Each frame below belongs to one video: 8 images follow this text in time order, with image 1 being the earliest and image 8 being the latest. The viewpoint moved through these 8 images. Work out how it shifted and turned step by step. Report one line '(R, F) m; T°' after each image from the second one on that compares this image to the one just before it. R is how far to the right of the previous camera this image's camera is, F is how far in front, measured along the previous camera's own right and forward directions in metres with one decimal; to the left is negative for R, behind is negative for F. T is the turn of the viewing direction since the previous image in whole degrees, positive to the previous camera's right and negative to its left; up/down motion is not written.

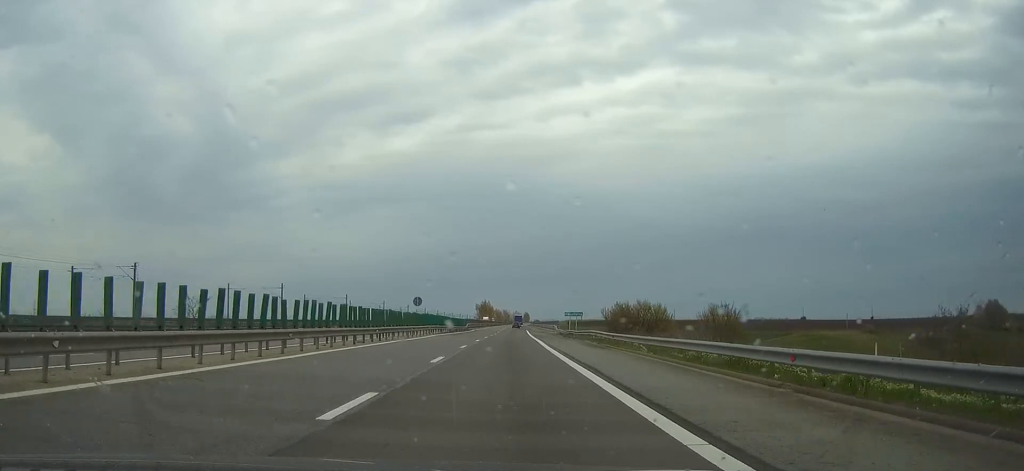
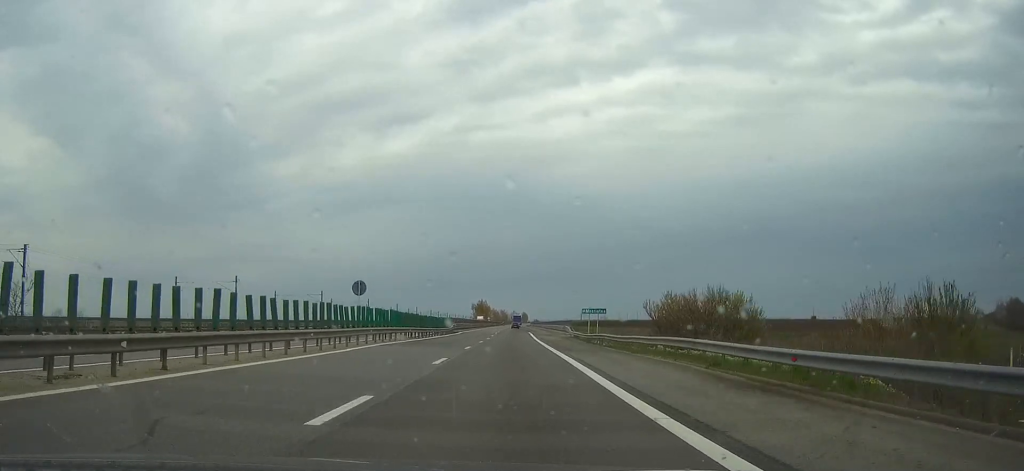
(+0.2, +23.8) m; 0°
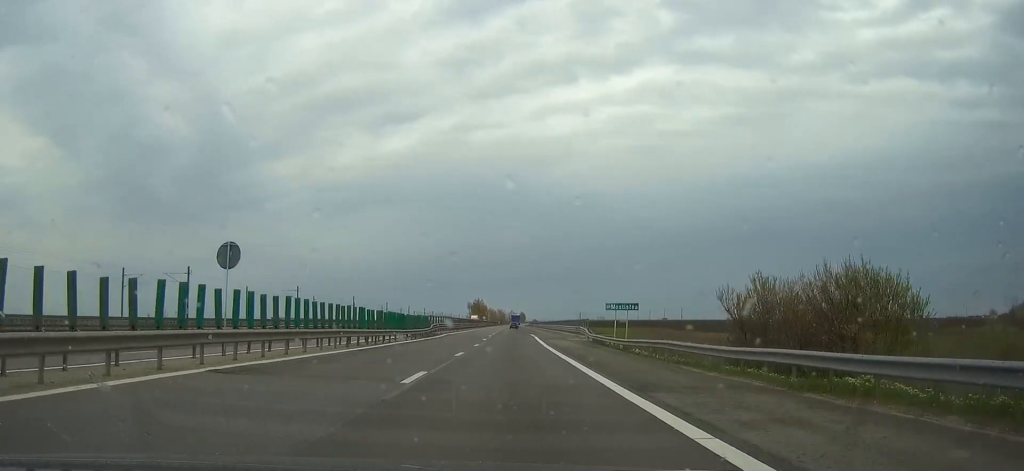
(0.0, +18.2) m; 0°
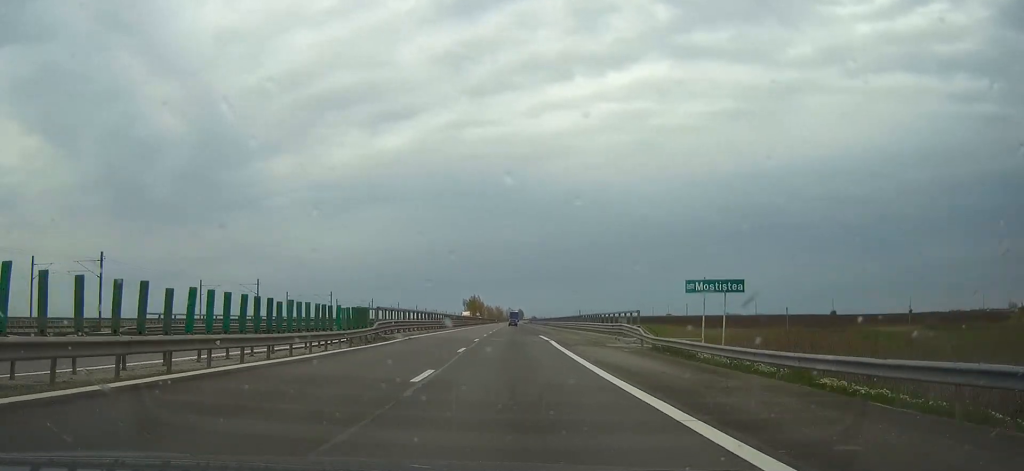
(0.0, +23.9) m; 0°
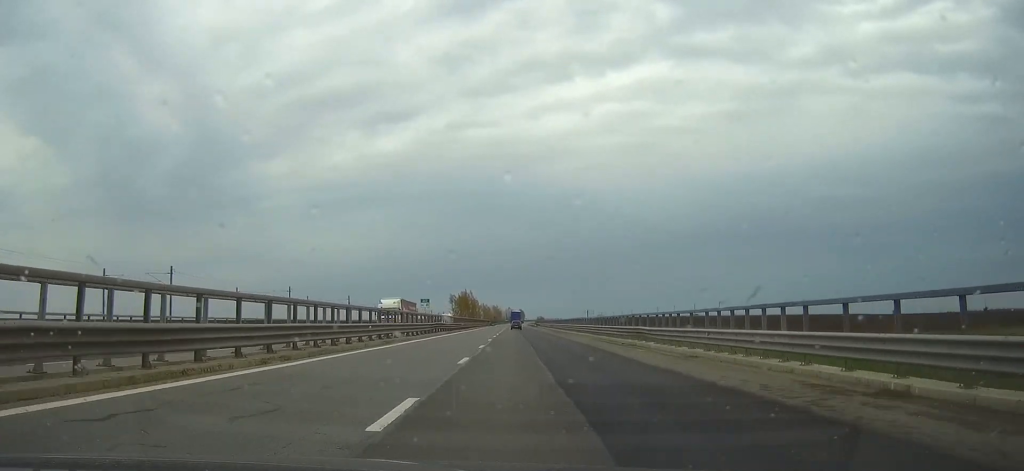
(+0.3, +93.1) m; 0°
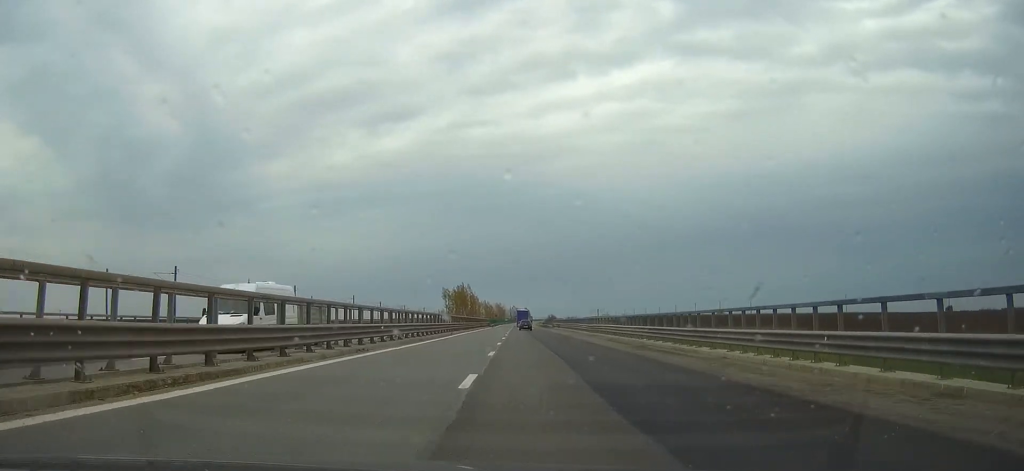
(-0.1, +59.9) m; 0°
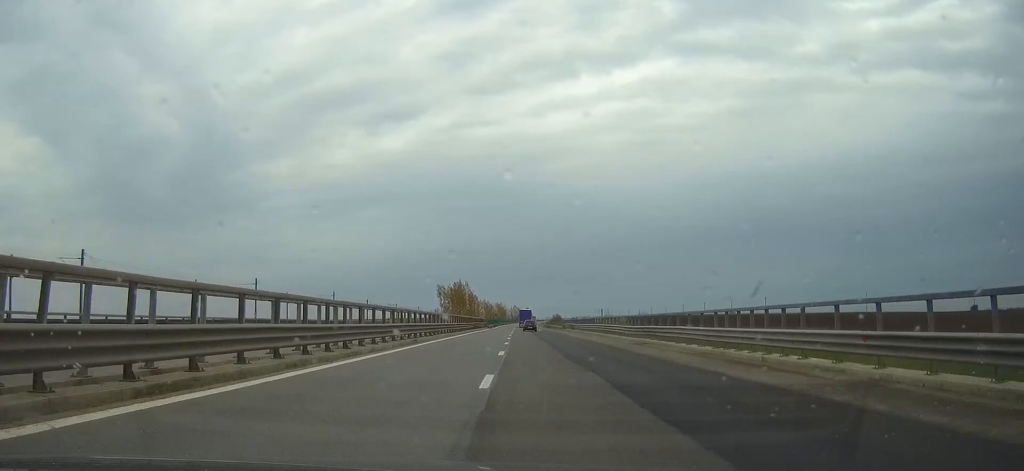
(0.0, +27.7) m; 0°
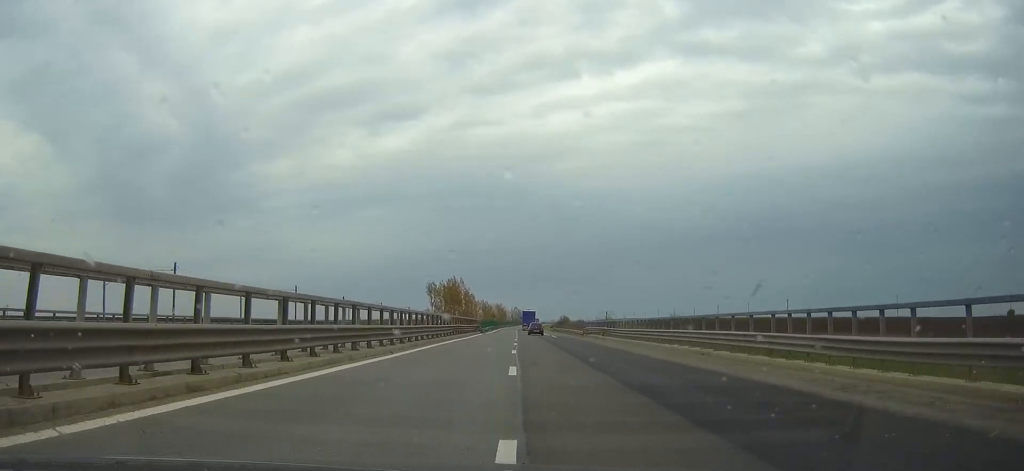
(0.0, +38.0) m; 0°
